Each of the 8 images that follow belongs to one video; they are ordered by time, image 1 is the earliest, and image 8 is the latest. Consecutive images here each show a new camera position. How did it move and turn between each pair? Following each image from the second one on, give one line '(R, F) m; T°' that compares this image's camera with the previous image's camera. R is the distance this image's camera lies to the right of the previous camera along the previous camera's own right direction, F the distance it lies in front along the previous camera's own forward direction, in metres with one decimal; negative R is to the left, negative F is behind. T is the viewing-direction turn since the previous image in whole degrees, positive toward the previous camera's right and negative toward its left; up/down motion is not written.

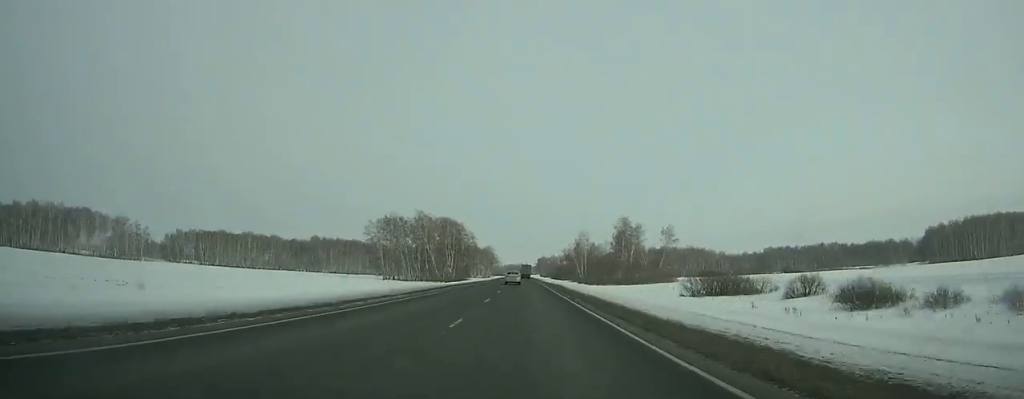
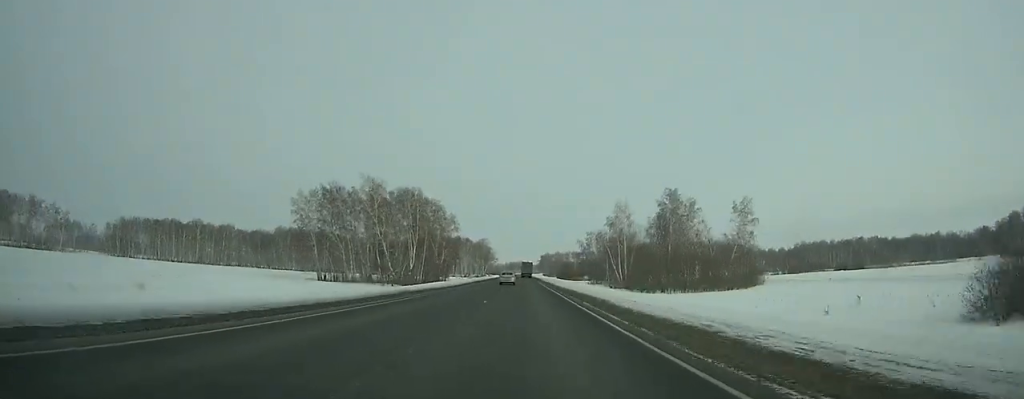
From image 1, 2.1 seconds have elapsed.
(0.0, +60.3) m; 0°
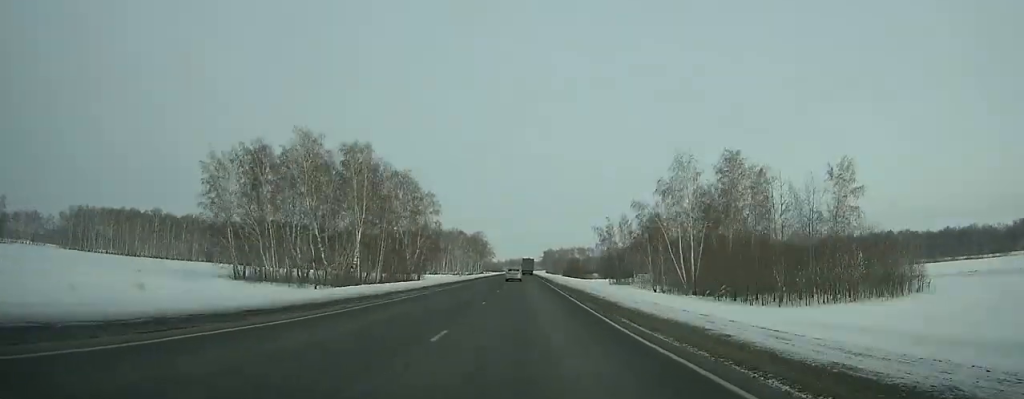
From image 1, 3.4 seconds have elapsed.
(-0.1, +36.4) m; 0°
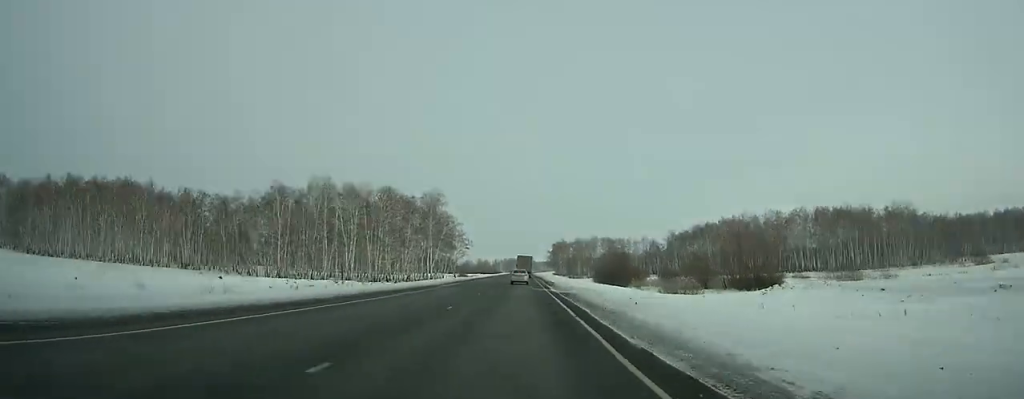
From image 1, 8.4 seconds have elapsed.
(0.0, +132.3) m; 0°
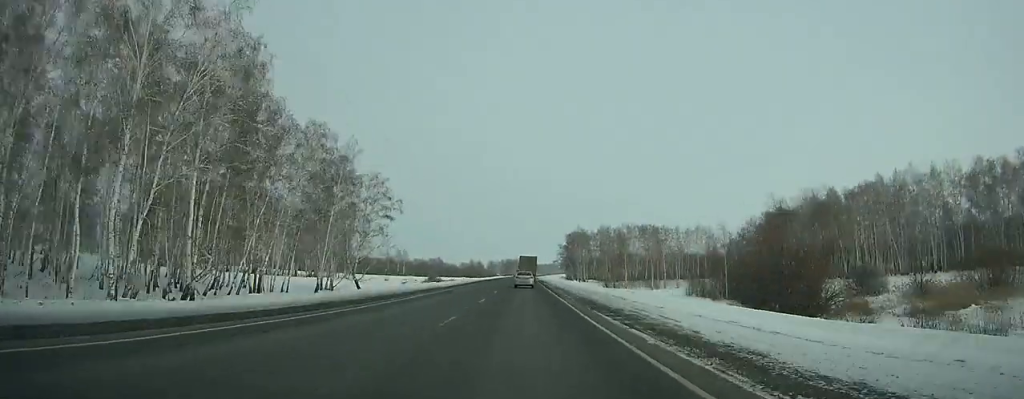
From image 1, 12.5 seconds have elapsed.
(-0.3, +100.3) m; 0°
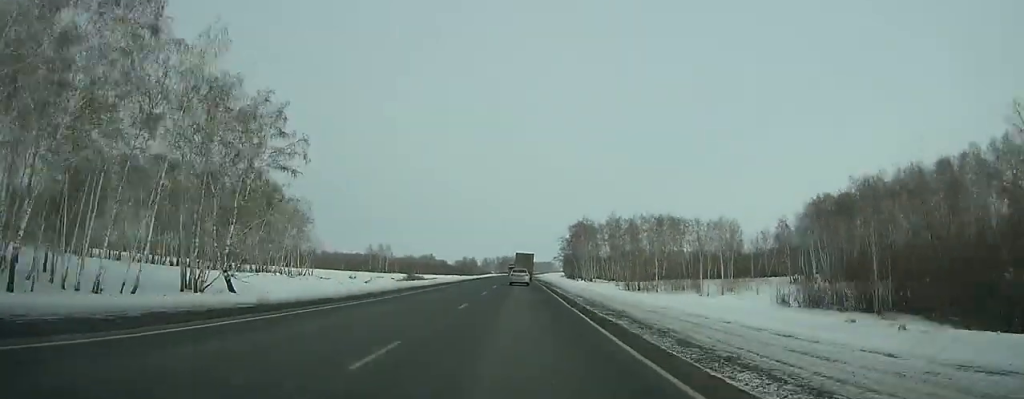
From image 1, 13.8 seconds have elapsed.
(0.0, +30.9) m; 0°
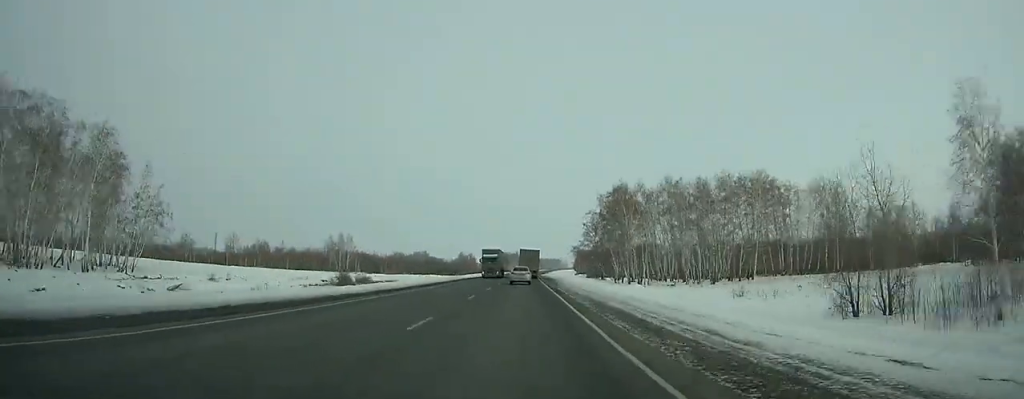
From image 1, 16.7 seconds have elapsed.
(+0.1, +67.6) m; 0°
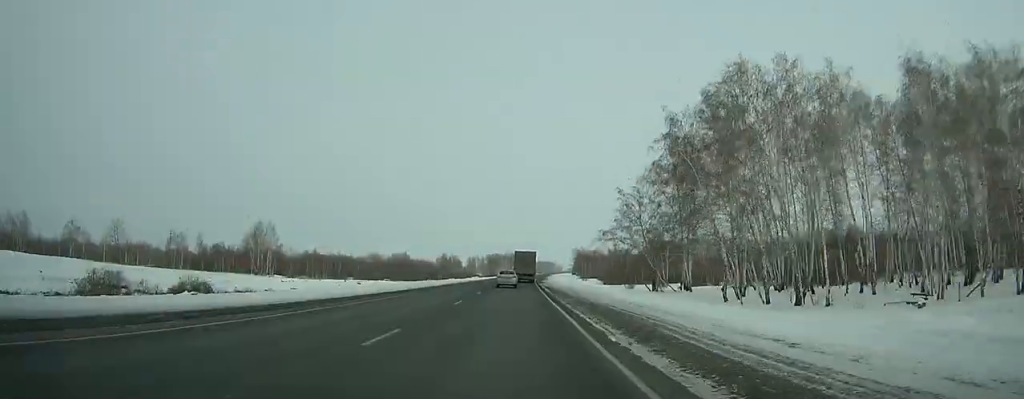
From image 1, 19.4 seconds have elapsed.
(+0.3, +62.9) m; +1°
